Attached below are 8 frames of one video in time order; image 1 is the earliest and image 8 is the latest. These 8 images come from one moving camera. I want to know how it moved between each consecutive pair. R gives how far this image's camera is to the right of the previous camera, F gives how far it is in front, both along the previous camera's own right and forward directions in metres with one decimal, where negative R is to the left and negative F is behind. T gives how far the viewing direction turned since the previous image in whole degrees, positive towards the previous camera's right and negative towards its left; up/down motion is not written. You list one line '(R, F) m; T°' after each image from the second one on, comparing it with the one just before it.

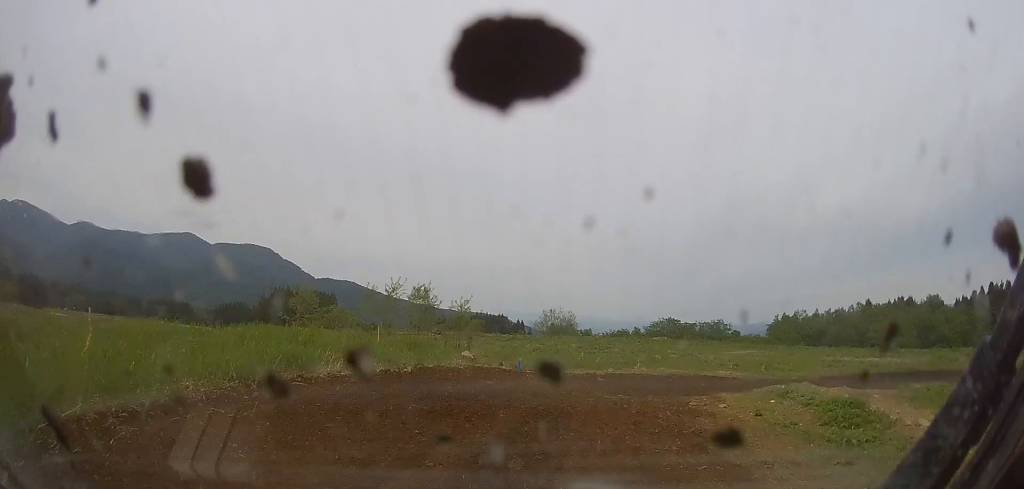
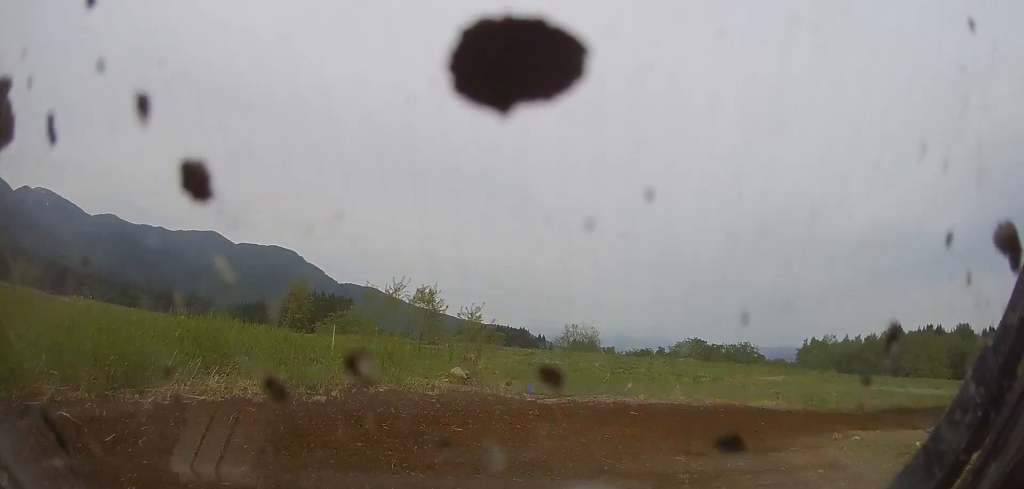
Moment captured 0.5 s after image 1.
(+0.5, +4.9) m; +6°
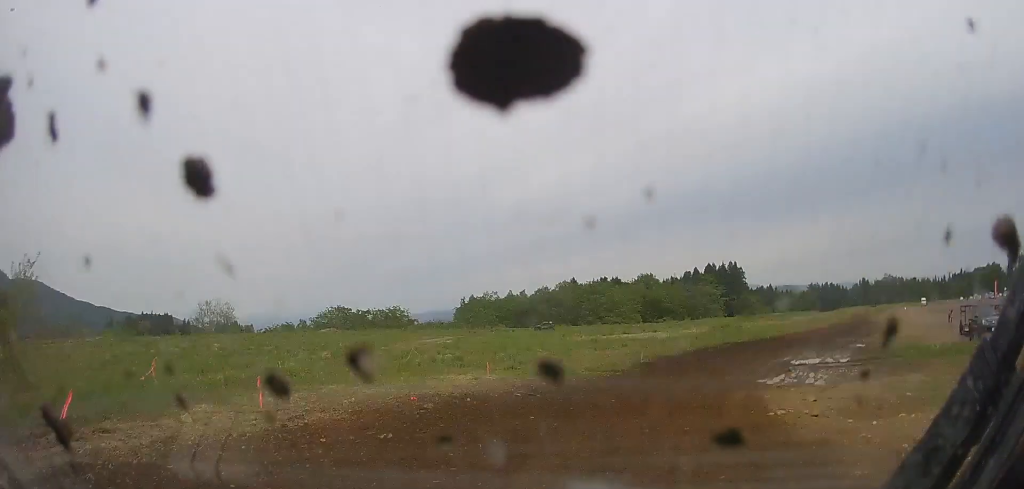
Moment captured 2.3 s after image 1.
(+0.1, +15.7) m; +3°
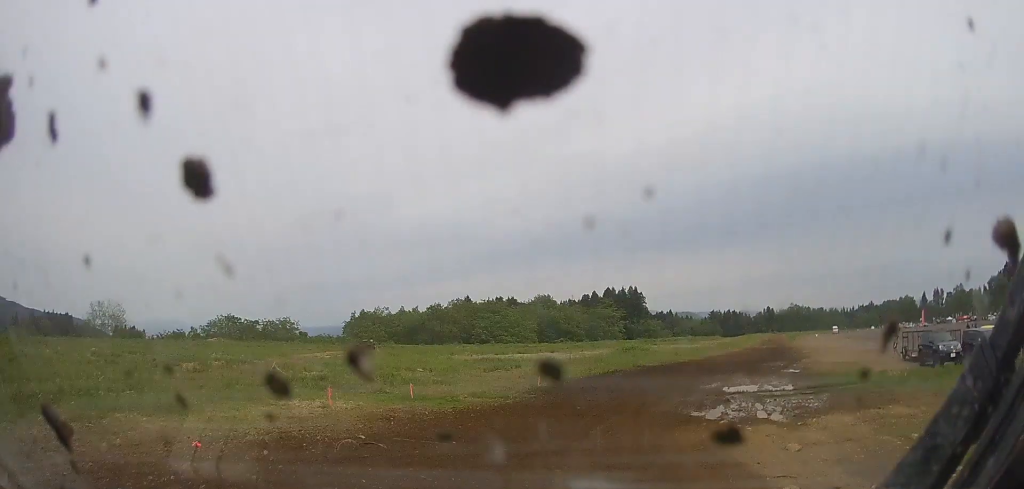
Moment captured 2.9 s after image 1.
(+0.2, +4.9) m; +12°
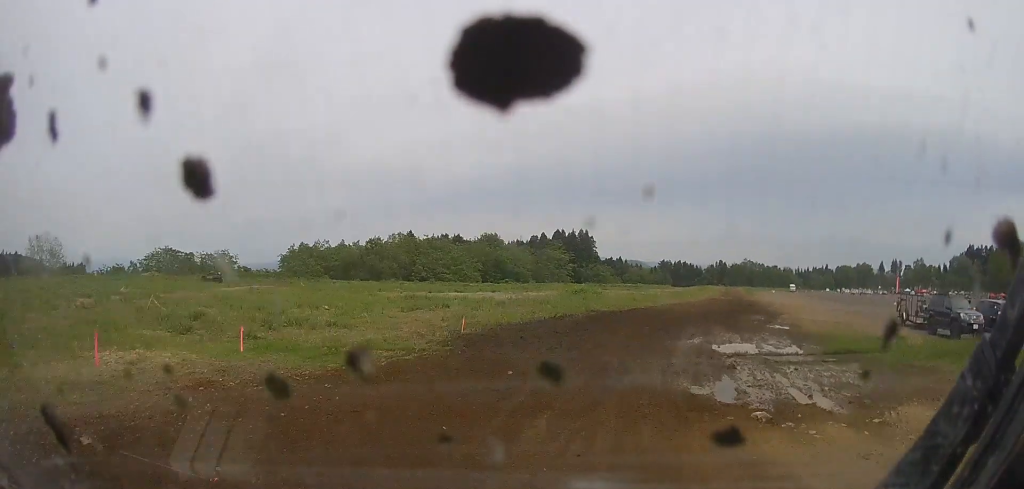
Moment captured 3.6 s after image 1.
(+0.3, +5.9) m; +17°
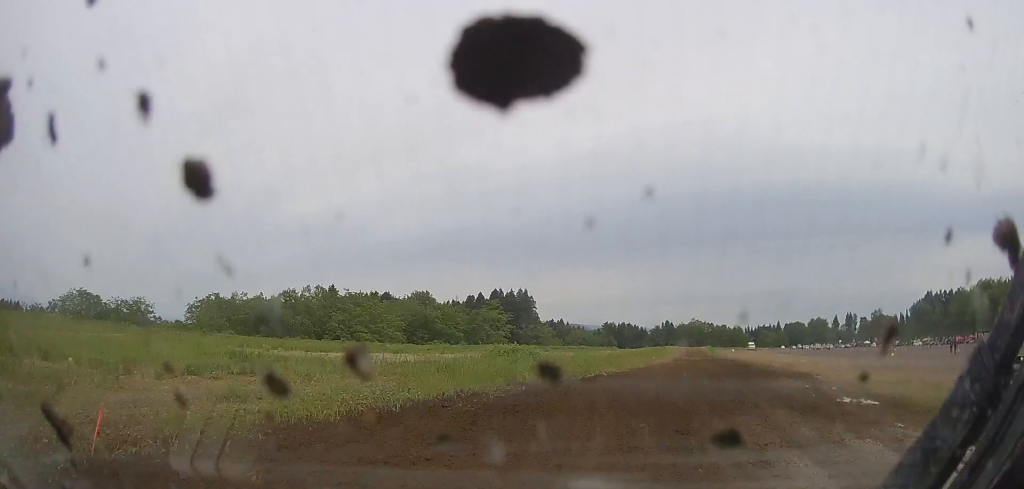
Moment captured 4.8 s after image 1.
(+3.5, +11.2) m; +22°
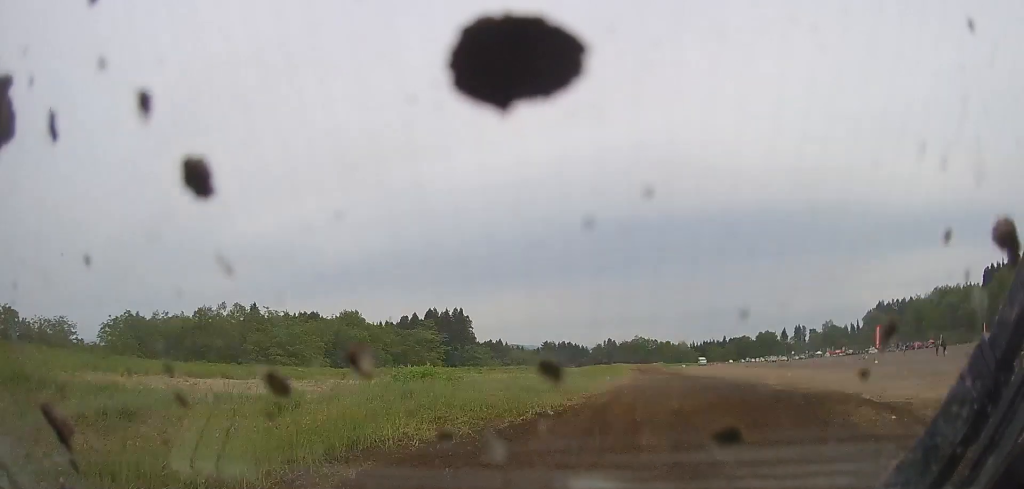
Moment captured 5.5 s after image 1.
(+0.4, +7.8) m; +5°
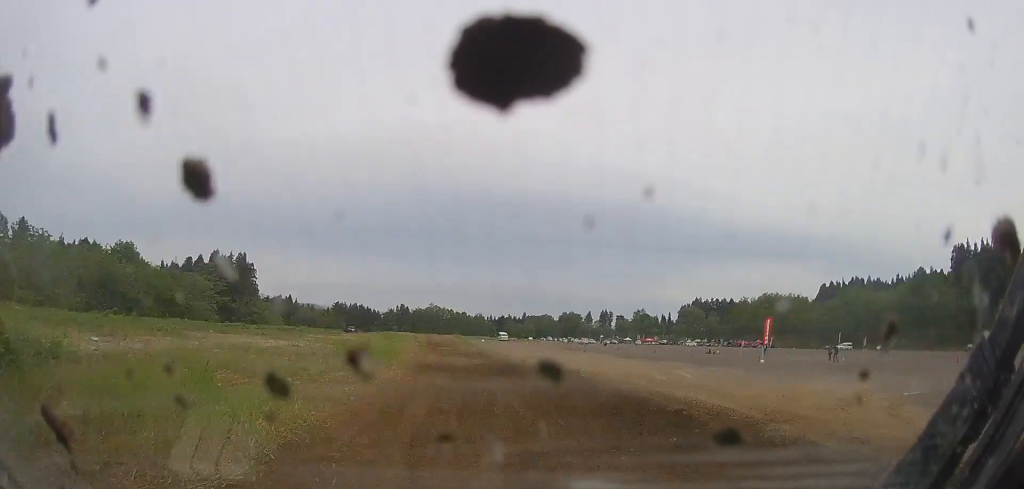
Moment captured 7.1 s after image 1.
(+2.4, +16.1) m; +18°
